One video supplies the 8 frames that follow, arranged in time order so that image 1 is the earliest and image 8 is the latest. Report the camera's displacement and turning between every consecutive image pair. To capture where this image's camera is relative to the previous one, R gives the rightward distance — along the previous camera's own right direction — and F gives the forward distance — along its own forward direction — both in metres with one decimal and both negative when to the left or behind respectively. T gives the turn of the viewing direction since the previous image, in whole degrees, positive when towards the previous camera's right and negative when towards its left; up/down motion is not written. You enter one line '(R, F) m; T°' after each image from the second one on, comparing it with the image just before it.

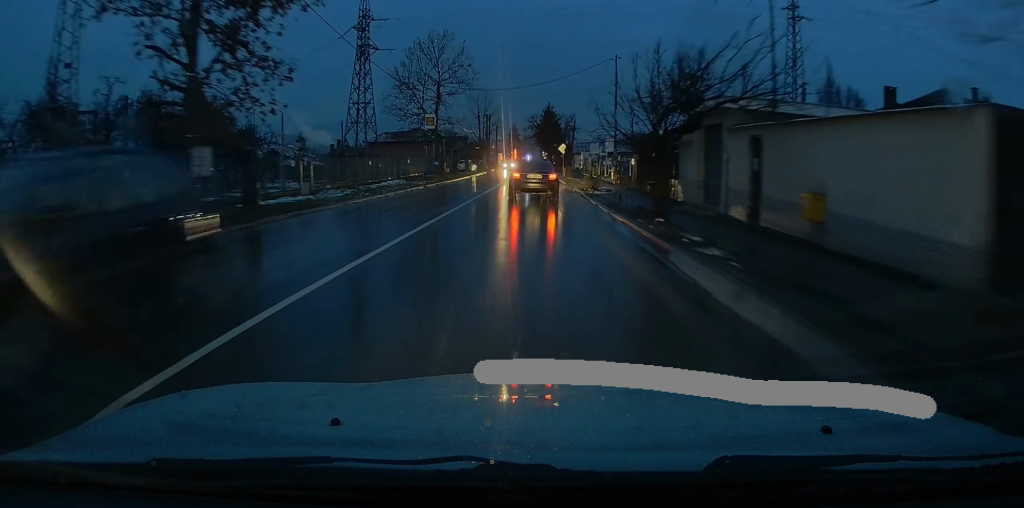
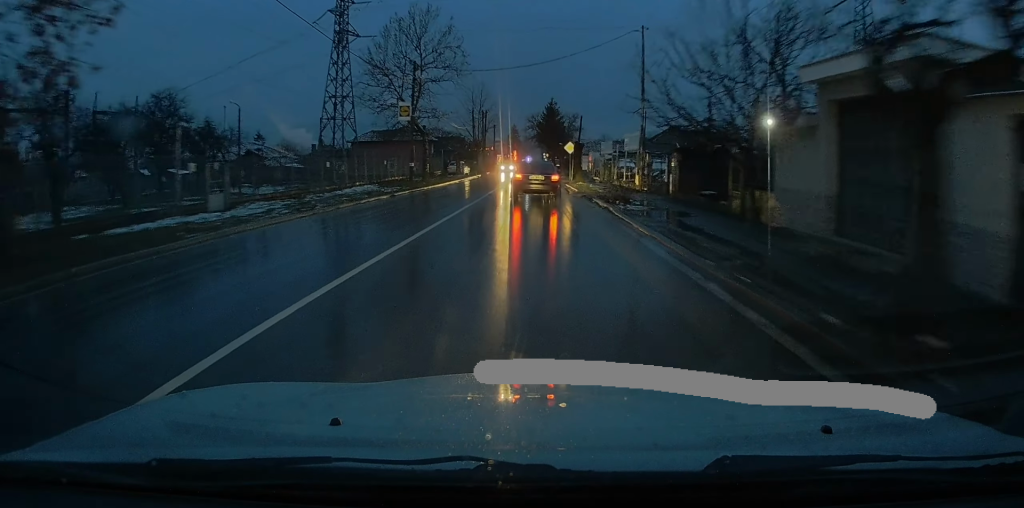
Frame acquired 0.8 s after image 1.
(-0.1, +9.6) m; 0°
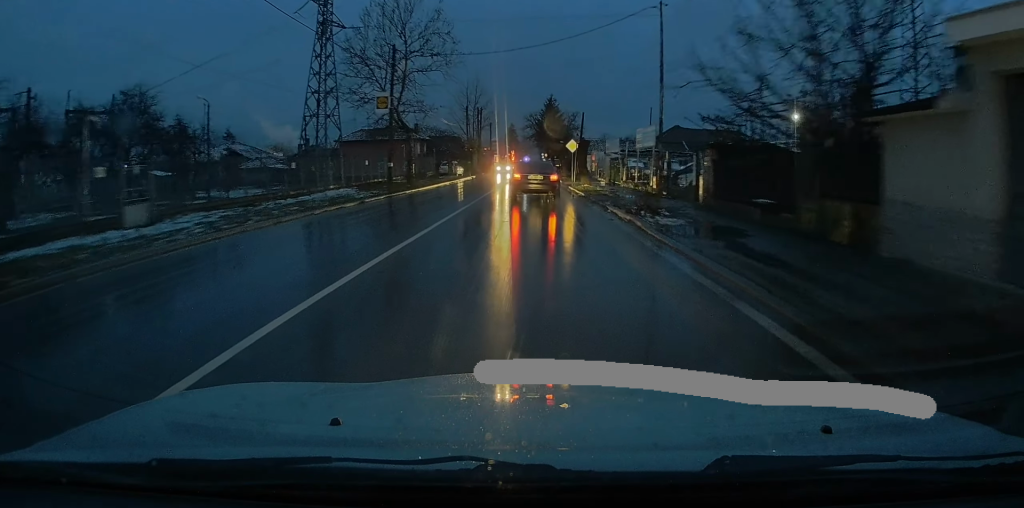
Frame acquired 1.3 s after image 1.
(0.0, +5.1) m; 0°
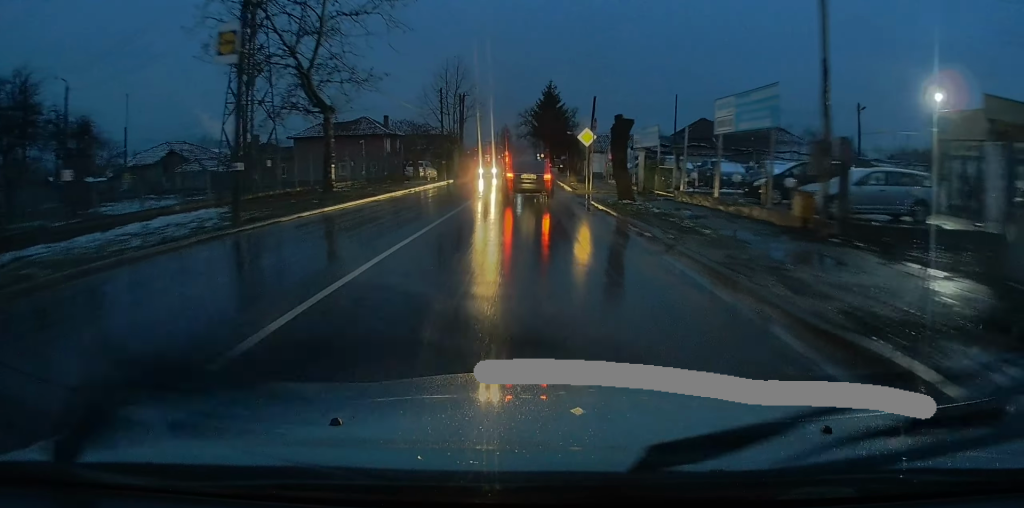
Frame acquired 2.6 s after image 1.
(+0.2, +15.9) m; +1°
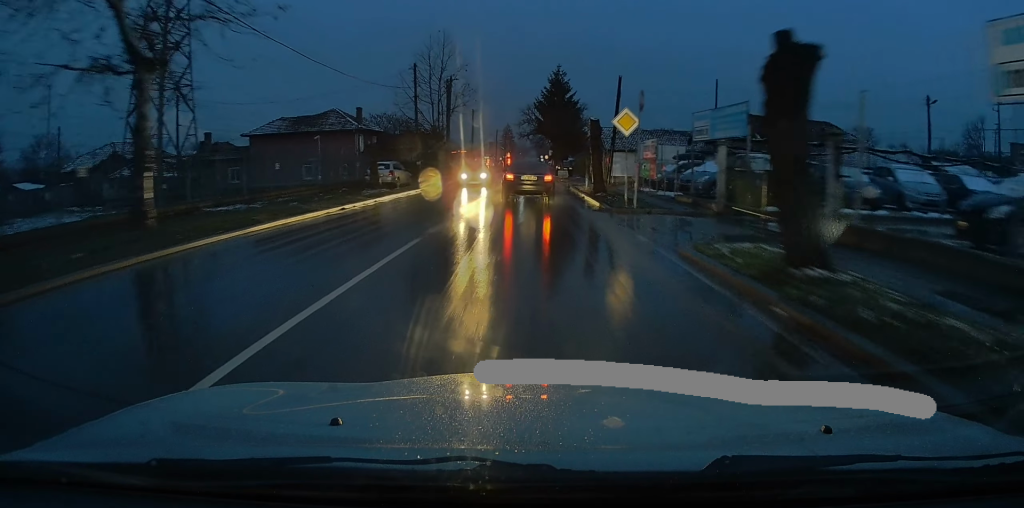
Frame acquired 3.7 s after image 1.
(0.0, +12.8) m; 0°
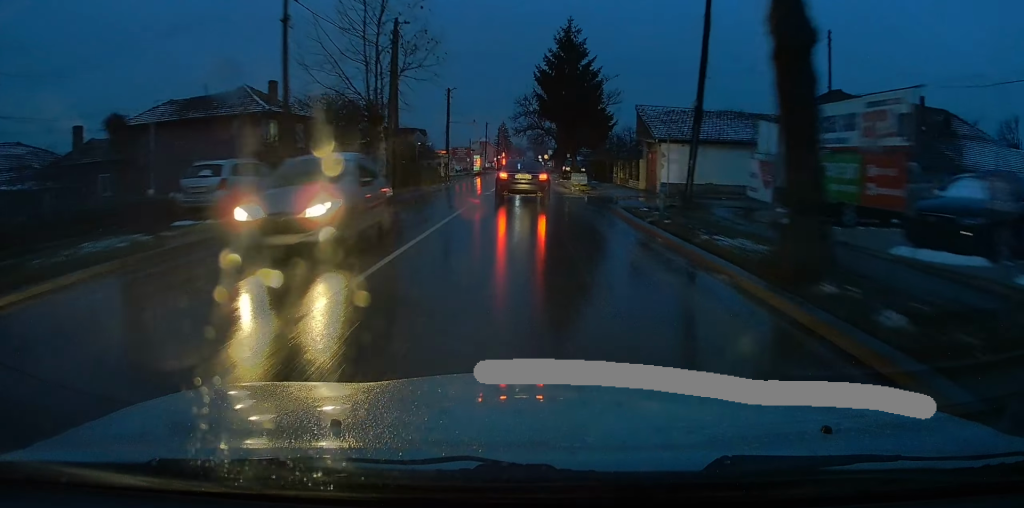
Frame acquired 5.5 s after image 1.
(0.0, +20.2) m; 0°
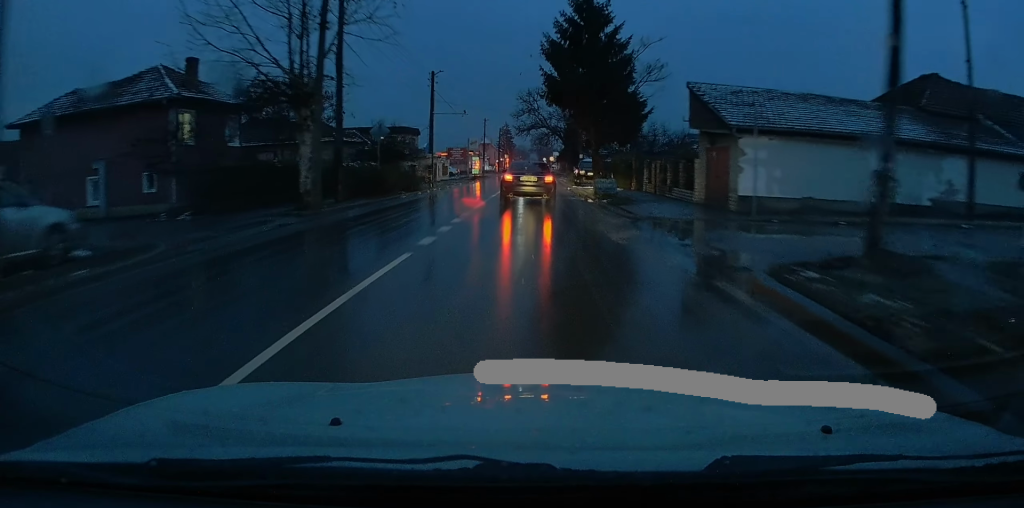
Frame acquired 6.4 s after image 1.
(0.0, +10.7) m; 0°
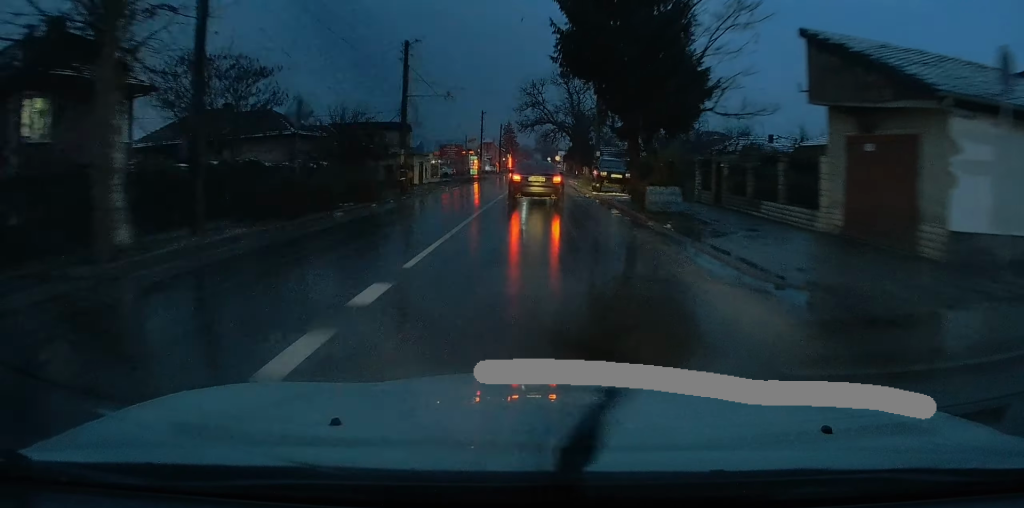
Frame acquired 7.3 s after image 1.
(0.0, +10.2) m; 0°
